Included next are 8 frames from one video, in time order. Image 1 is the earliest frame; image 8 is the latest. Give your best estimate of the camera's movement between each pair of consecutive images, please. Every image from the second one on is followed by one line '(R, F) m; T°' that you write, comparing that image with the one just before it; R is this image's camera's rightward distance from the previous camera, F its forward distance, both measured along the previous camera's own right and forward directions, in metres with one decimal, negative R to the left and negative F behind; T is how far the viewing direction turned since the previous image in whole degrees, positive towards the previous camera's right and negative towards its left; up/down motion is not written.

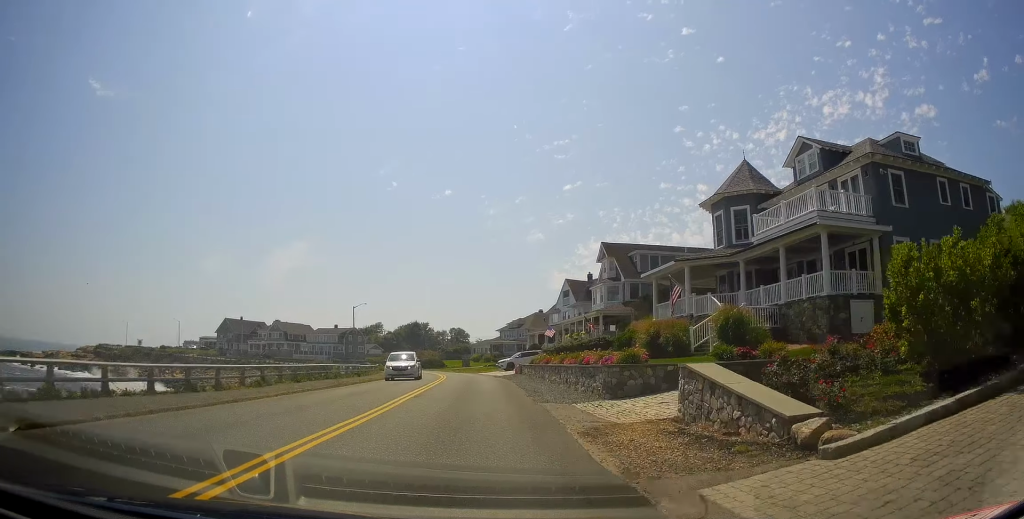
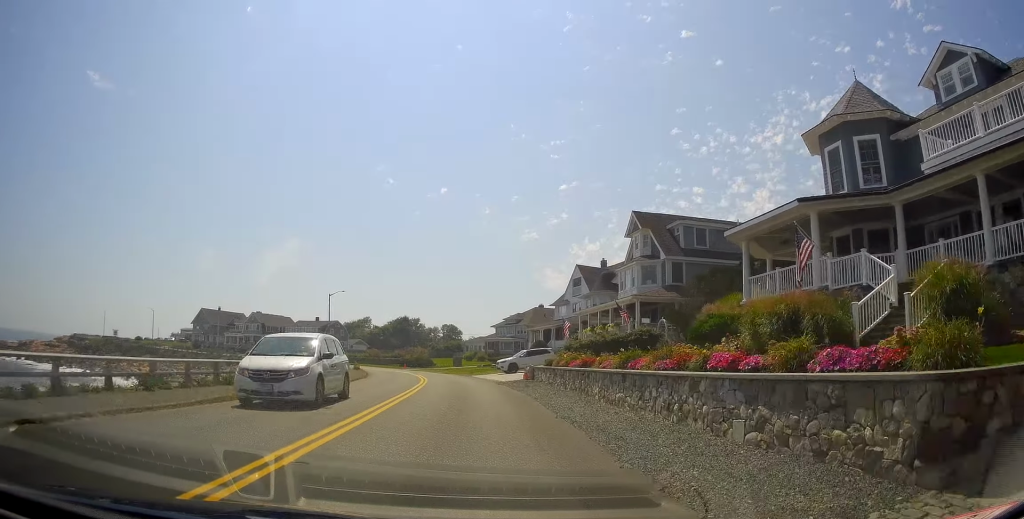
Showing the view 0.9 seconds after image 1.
(+0.2, +11.6) m; +2°
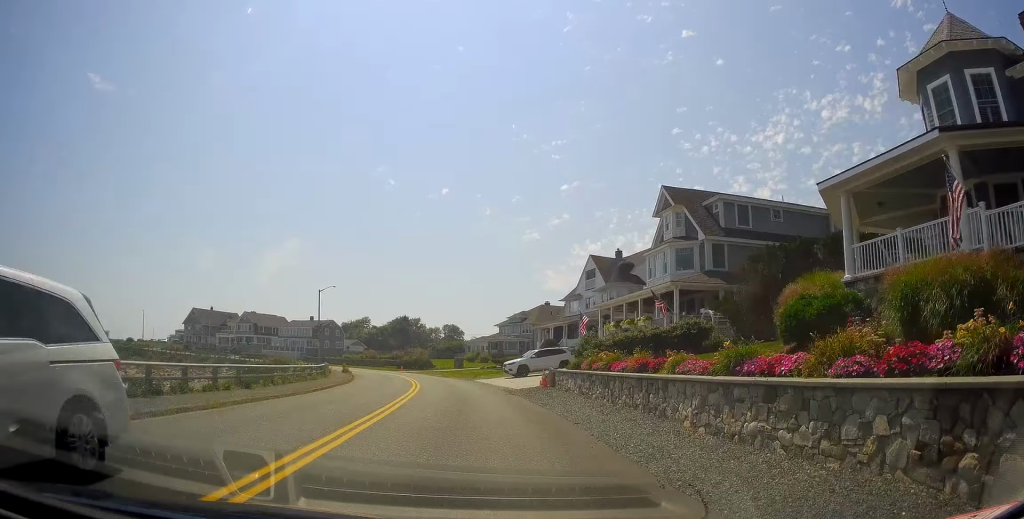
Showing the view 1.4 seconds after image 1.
(+0.1, +6.3) m; +1°
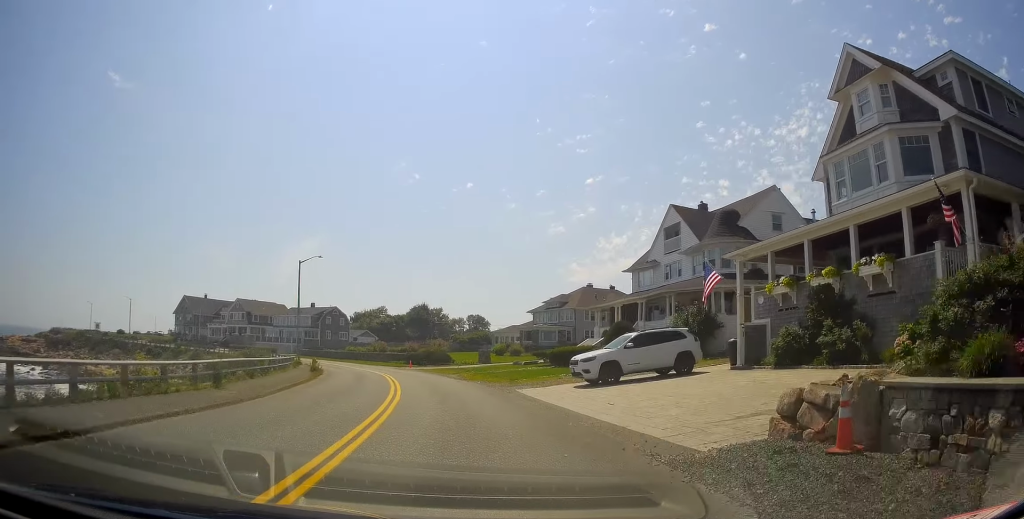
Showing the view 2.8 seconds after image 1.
(+0.1, +18.0) m; -2°
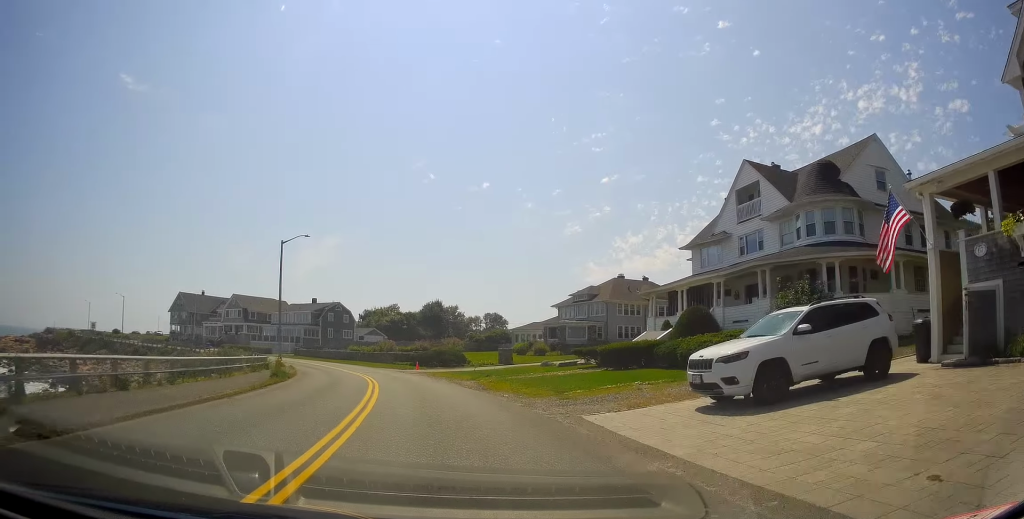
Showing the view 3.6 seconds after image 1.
(-0.2, +9.9) m; -2°
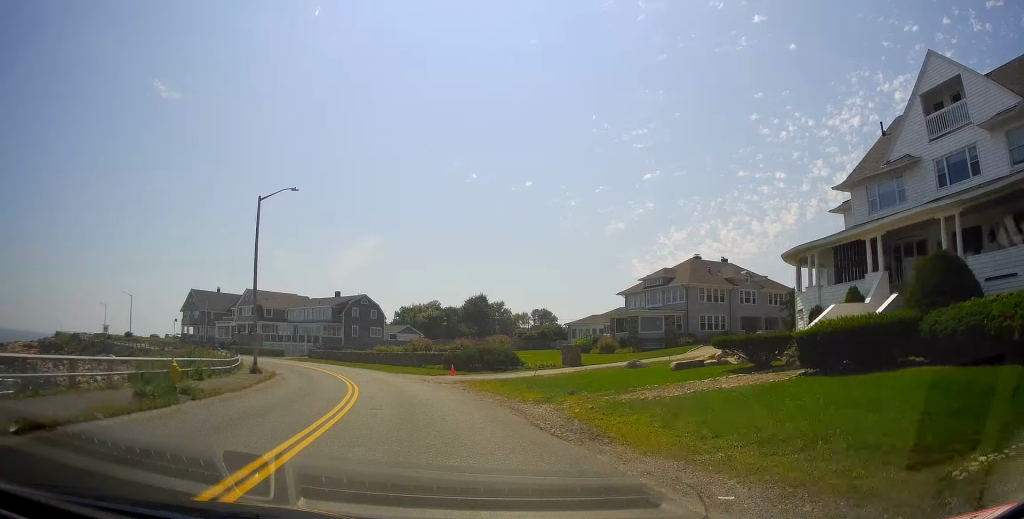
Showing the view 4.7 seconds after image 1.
(-0.3, +13.7) m; -3°
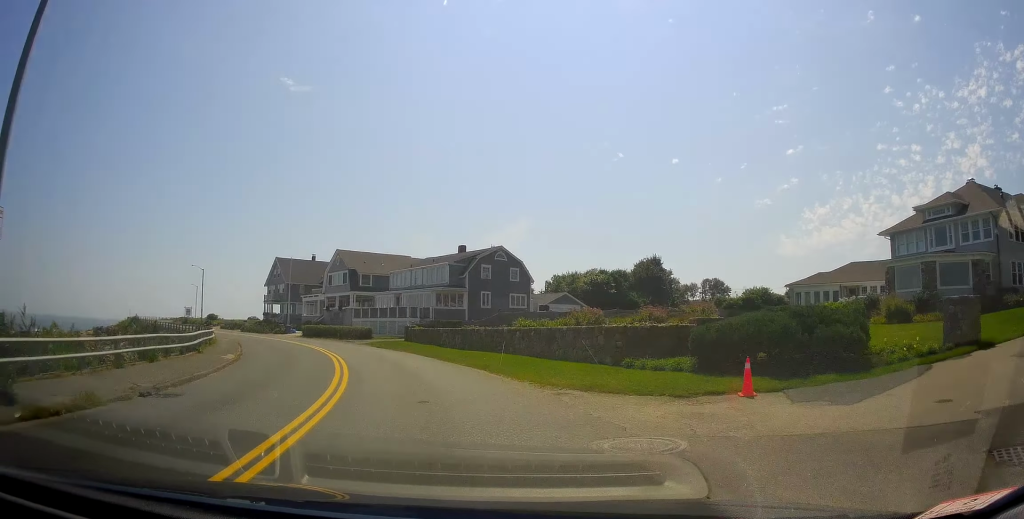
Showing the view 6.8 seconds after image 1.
(-1.8, +26.6) m; -11°
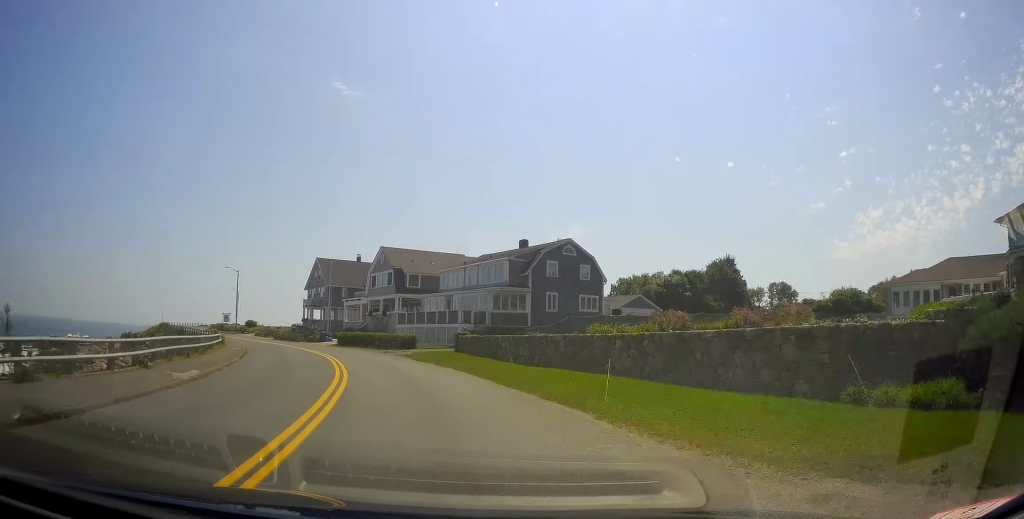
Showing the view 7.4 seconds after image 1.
(-0.3, +7.8) m; -5°
